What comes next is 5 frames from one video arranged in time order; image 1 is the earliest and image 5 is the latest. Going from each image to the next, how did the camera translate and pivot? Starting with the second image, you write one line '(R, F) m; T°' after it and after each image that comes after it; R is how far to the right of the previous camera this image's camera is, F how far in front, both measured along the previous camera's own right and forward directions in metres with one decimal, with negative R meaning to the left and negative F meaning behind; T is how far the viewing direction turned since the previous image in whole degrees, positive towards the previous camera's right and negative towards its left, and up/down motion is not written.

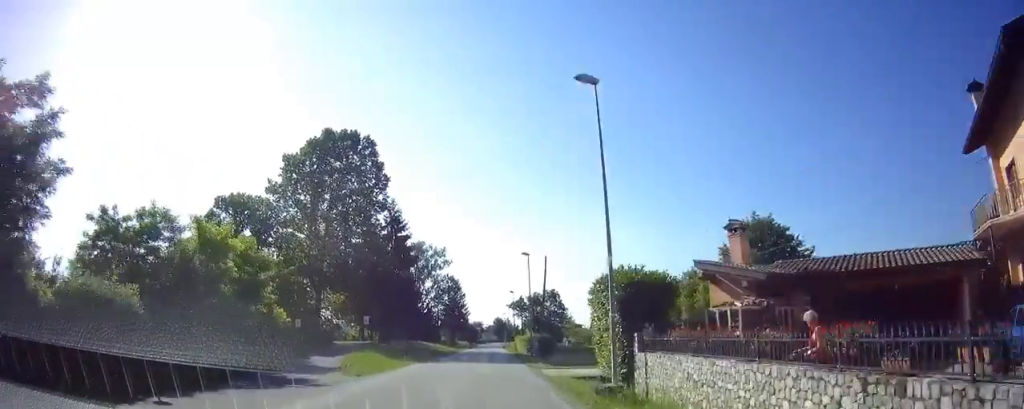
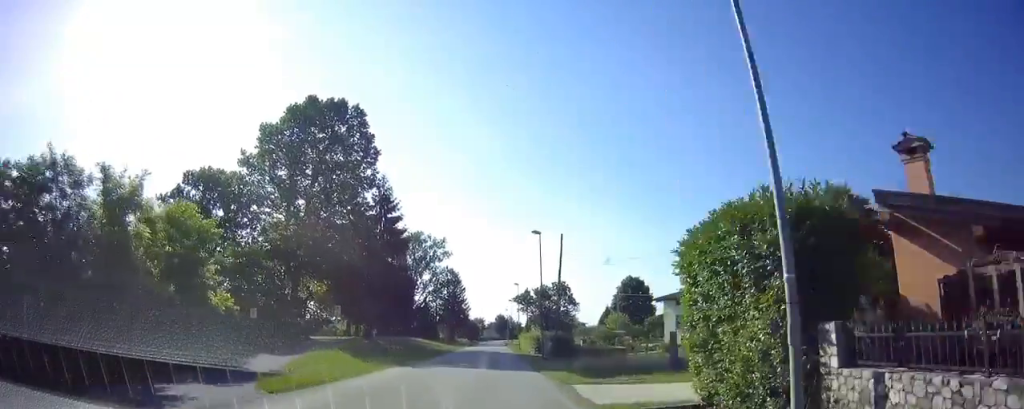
(0.0, +8.1) m; 0°
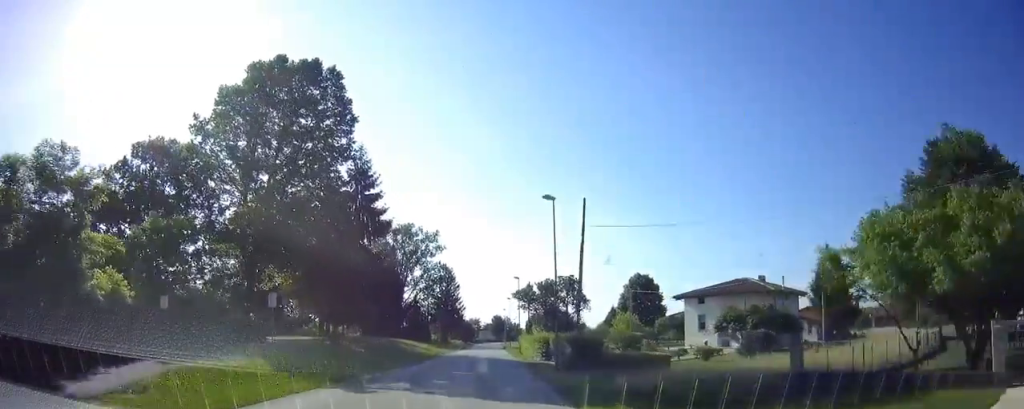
(-0.1, +9.9) m; 0°
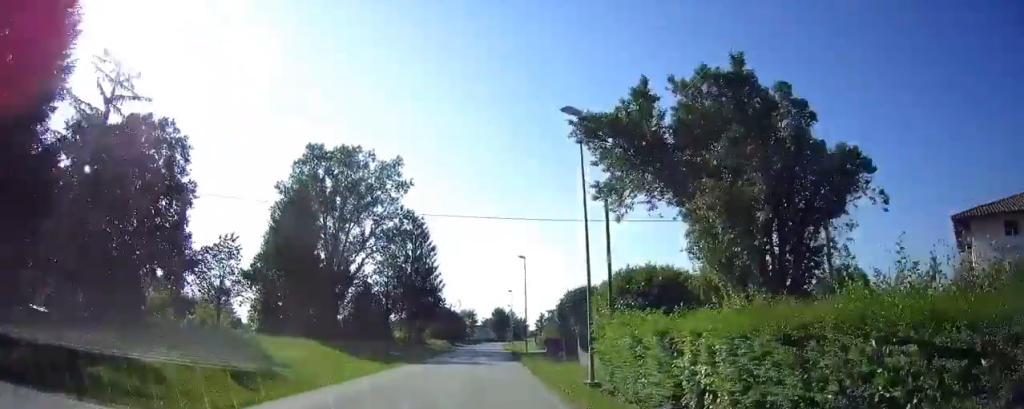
(+0.3, +43.1) m; 0°
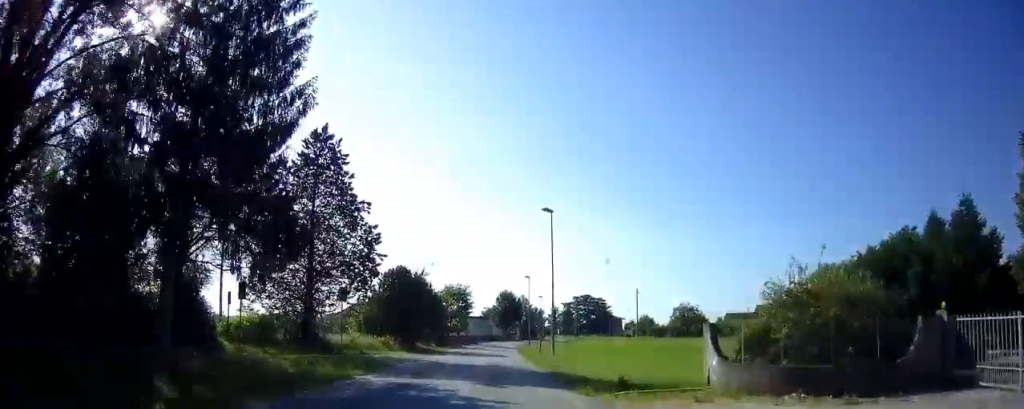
(-0.6, +47.7) m; 0°
